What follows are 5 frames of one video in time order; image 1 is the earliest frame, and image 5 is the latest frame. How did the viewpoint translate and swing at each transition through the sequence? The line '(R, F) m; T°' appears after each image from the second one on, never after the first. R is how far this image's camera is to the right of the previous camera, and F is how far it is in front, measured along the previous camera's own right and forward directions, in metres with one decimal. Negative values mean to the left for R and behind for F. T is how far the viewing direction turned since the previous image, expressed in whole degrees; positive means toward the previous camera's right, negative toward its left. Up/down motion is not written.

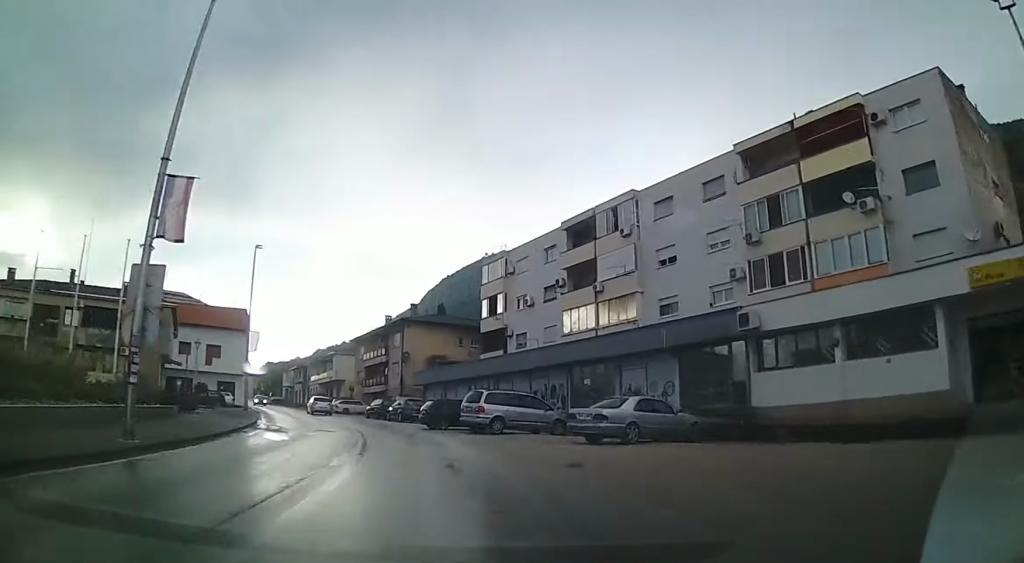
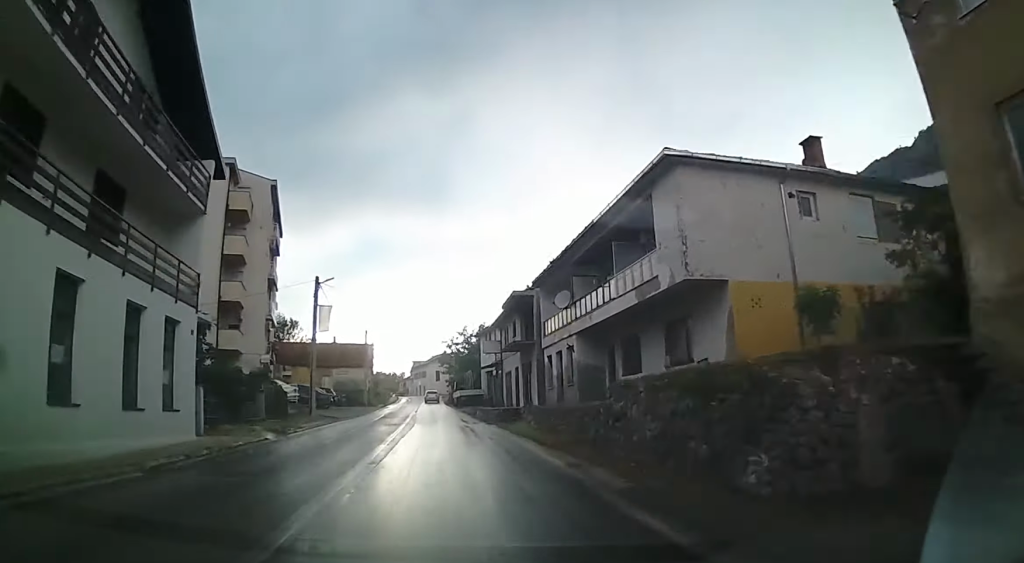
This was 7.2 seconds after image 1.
(-0.4, +71.3) m; +3°
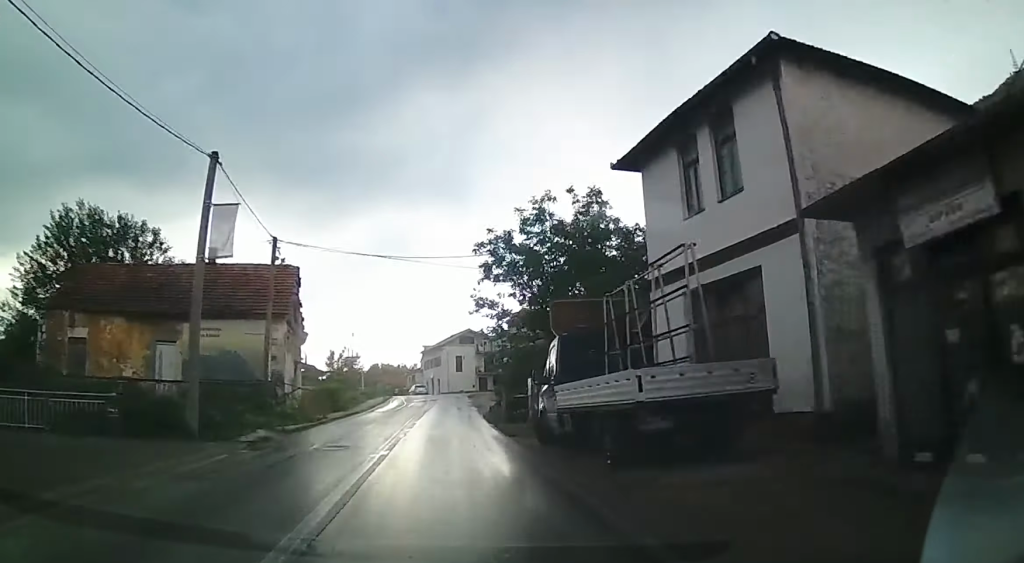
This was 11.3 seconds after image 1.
(+2.6, +43.2) m; +6°
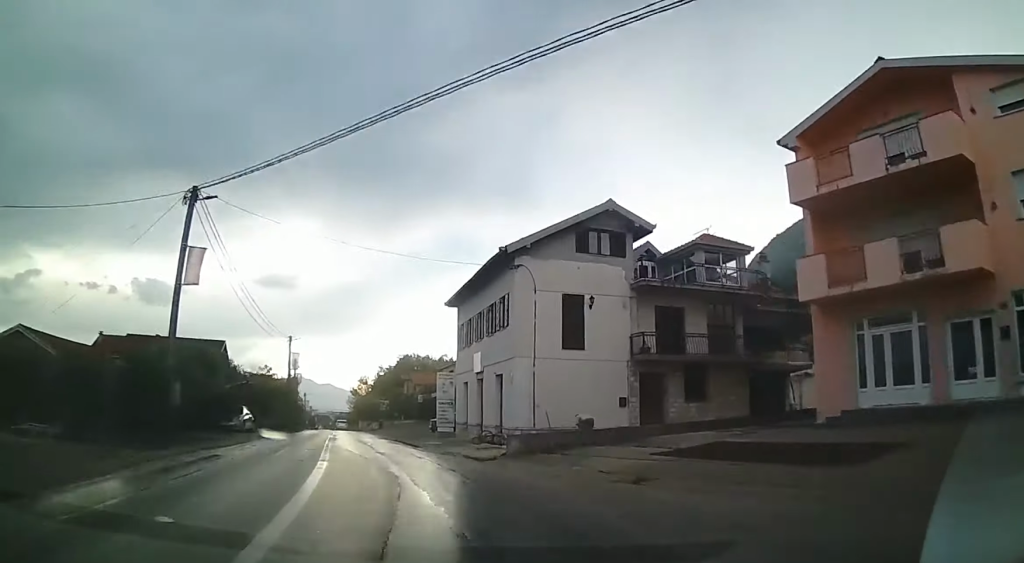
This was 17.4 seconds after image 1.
(+6.8, +64.9) m; +10°
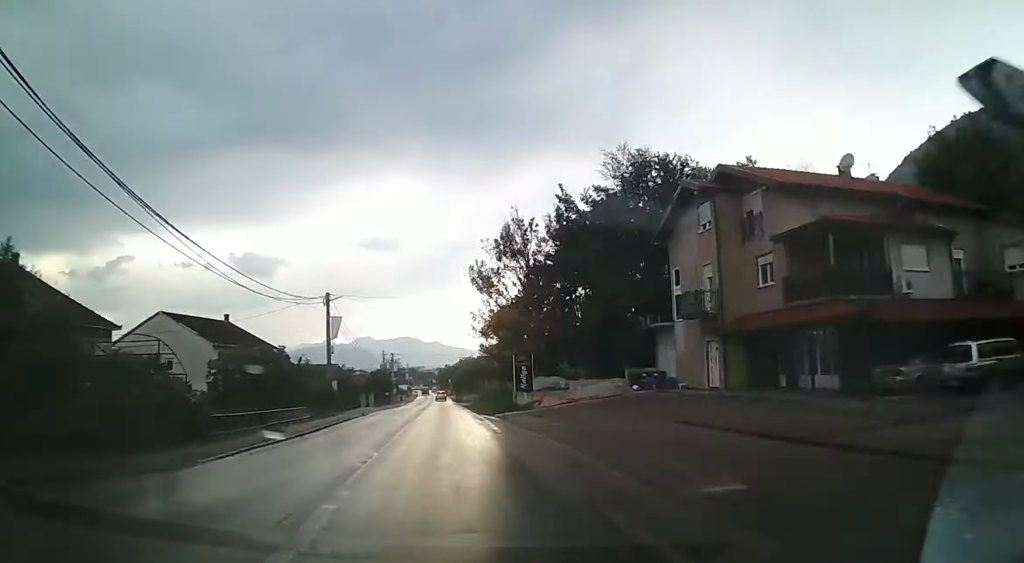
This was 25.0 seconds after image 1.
(+5.8, +88.7) m; +6°
